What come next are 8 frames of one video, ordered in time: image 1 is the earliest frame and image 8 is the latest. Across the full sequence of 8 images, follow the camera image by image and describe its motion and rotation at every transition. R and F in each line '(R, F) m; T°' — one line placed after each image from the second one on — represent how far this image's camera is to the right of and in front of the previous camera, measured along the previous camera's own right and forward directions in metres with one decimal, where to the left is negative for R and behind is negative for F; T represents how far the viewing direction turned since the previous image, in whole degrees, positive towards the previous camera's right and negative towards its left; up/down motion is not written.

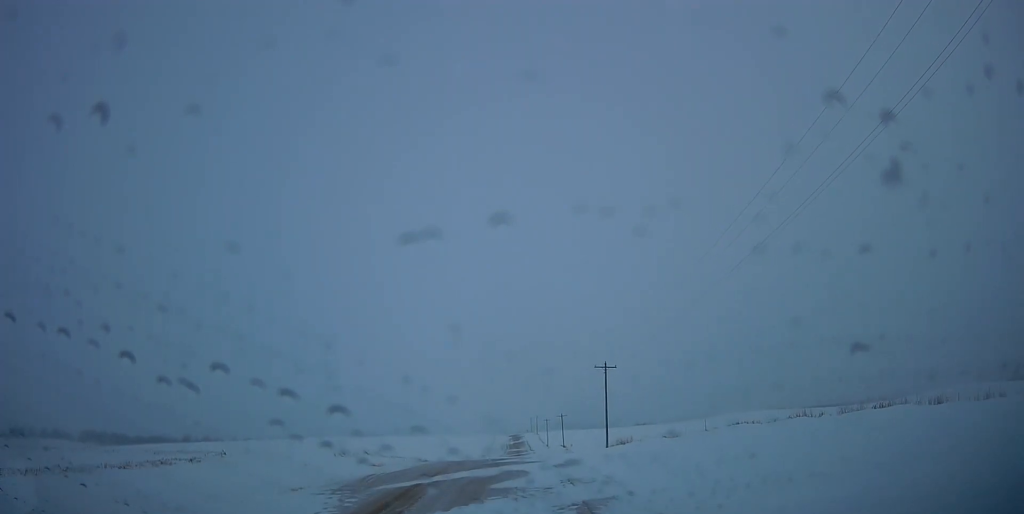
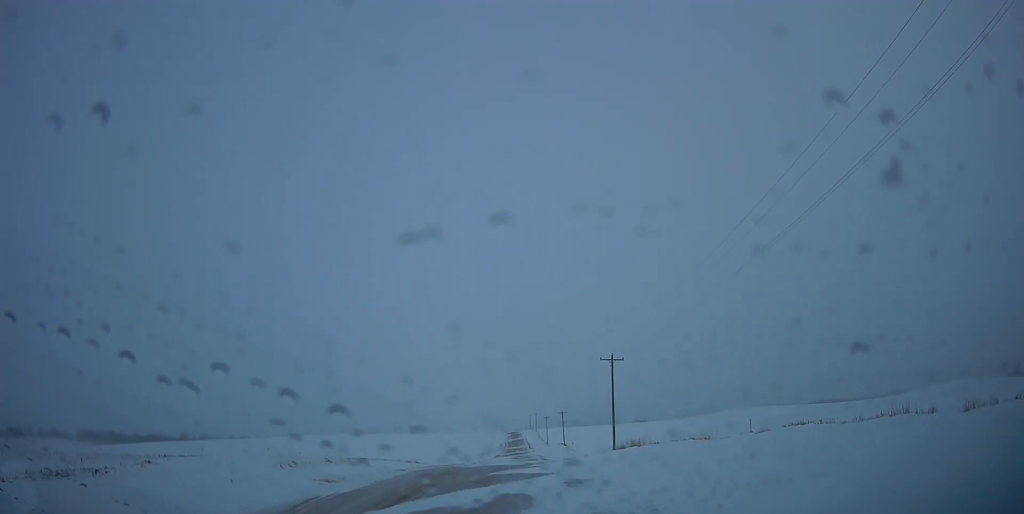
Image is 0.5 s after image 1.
(+0.2, +5.7) m; 0°
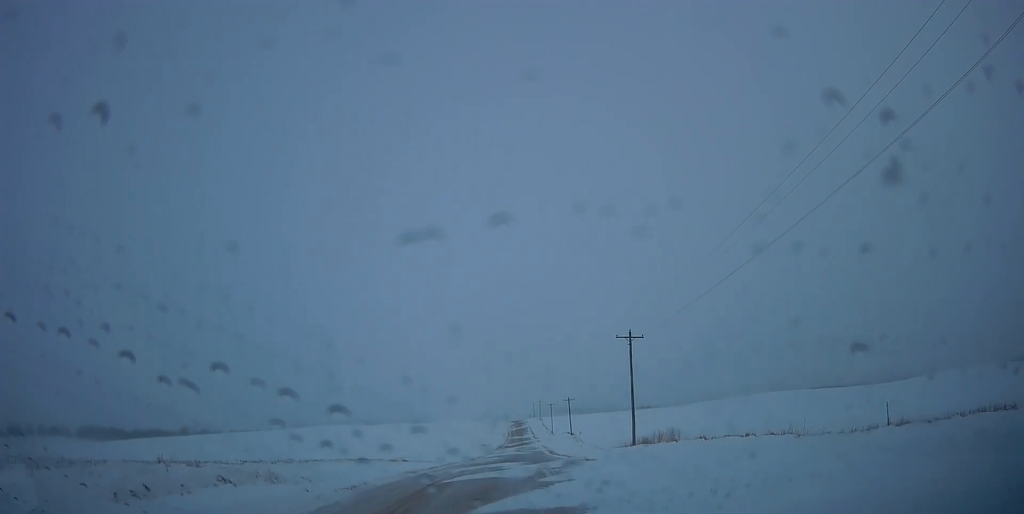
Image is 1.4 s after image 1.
(0.0, +8.7) m; -2°
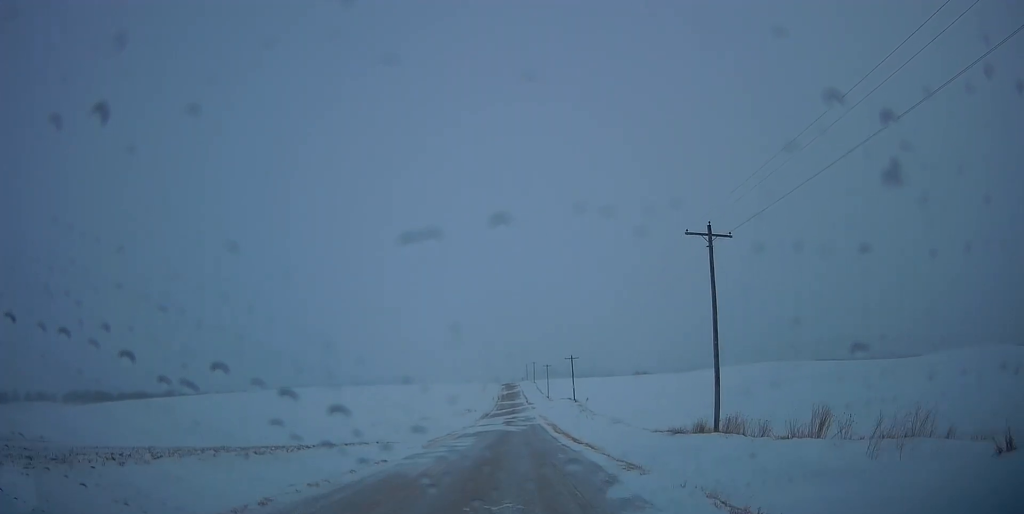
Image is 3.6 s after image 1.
(-0.9, +23.4) m; -1°
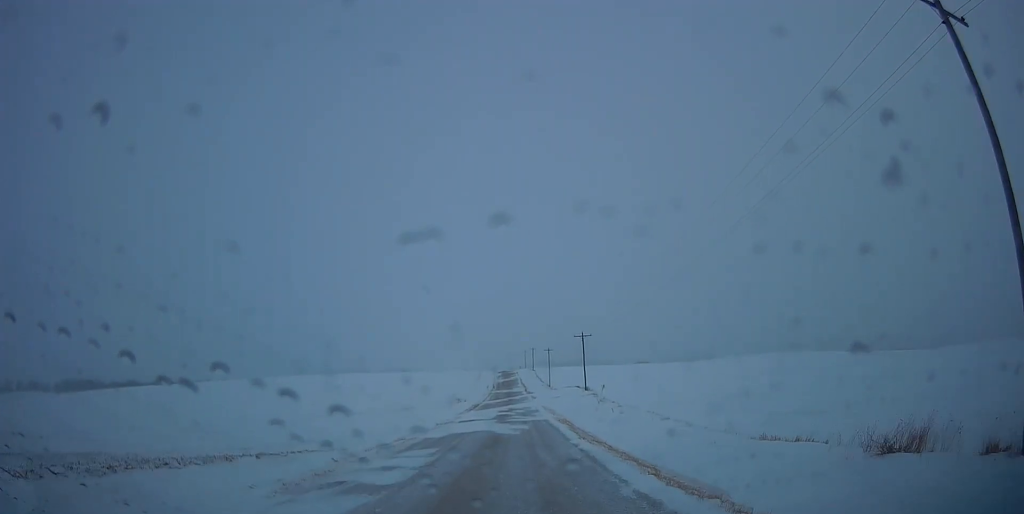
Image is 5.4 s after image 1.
(+0.2, +19.2) m; +1°
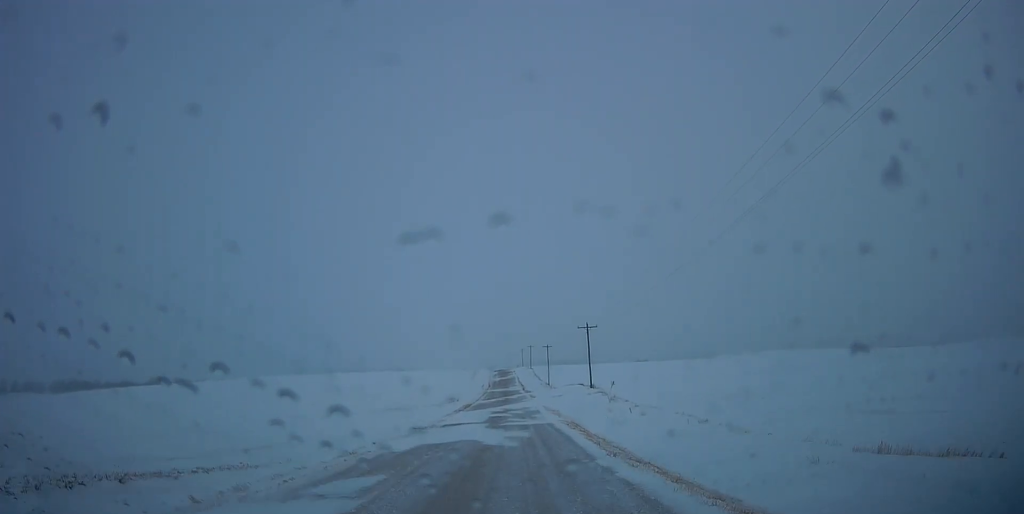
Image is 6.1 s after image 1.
(0.0, +8.6) m; 0°
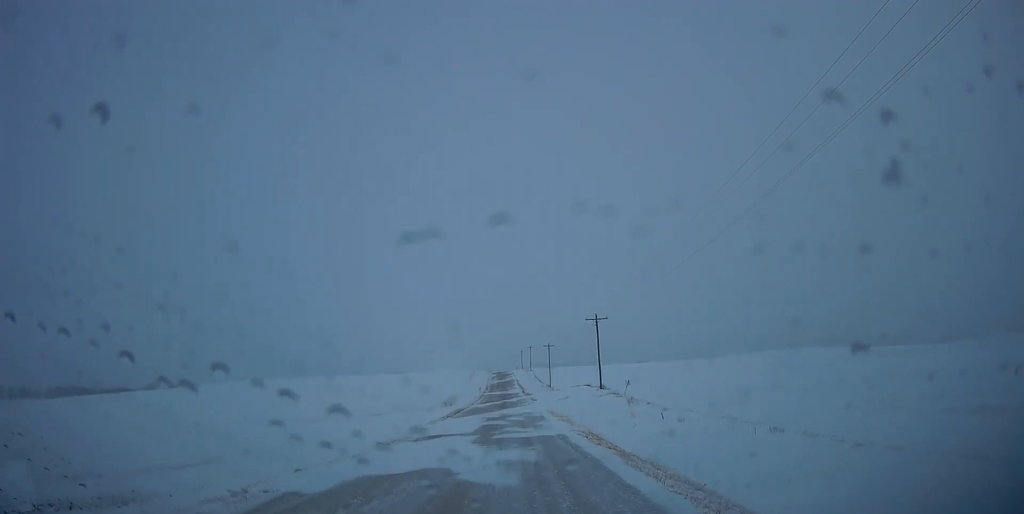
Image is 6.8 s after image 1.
(0.0, +8.8) m; 0°
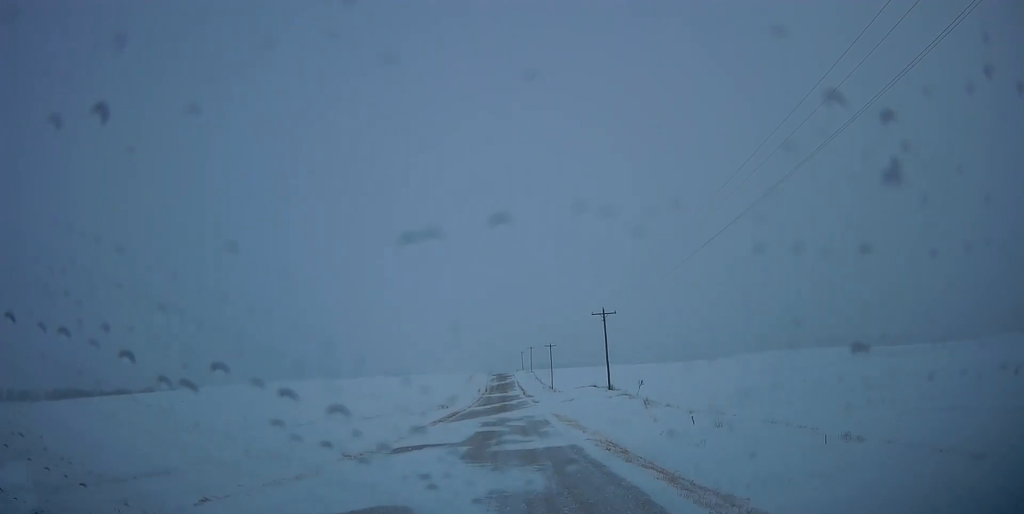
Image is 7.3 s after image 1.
(0.0, +5.4) m; +1°
